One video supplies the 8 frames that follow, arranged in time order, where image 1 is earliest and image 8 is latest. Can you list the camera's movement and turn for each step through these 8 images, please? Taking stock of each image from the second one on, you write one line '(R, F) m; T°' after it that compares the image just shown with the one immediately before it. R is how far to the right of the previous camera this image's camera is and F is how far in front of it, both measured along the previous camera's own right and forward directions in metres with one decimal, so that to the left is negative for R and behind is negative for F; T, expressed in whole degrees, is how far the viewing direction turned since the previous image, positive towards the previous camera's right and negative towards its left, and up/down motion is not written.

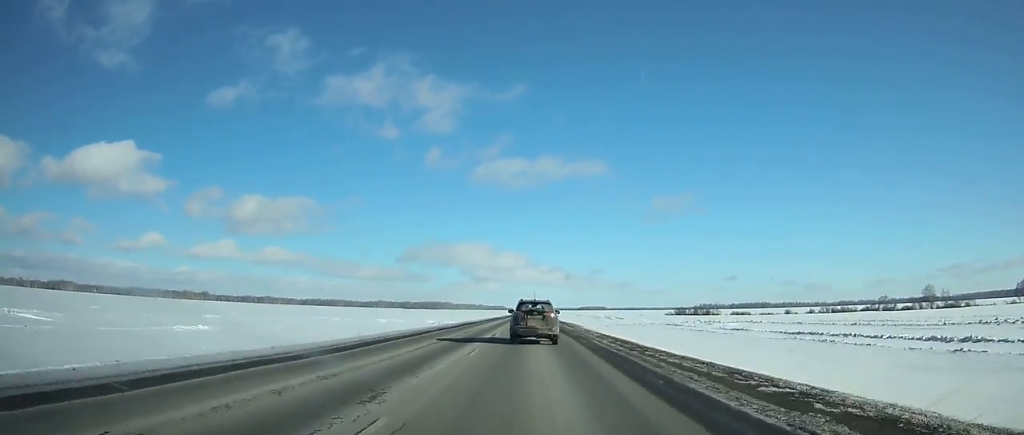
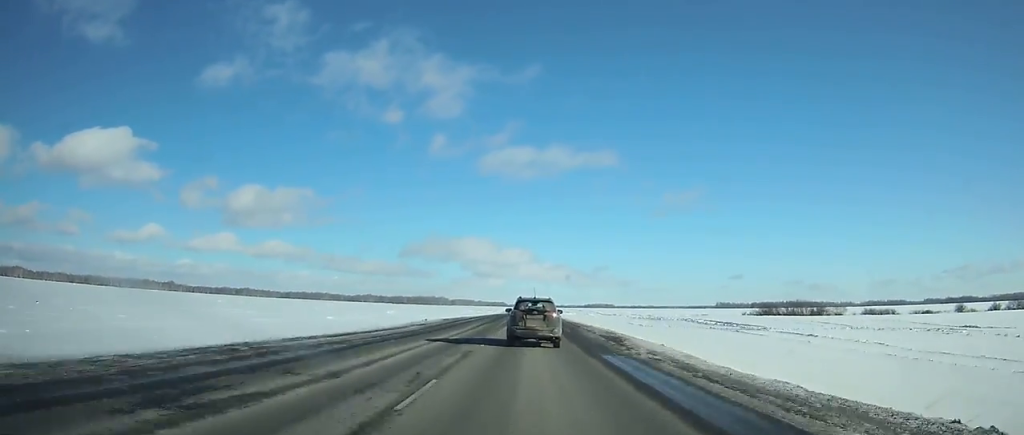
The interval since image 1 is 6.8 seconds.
(-0.9, +176.4) m; 0°
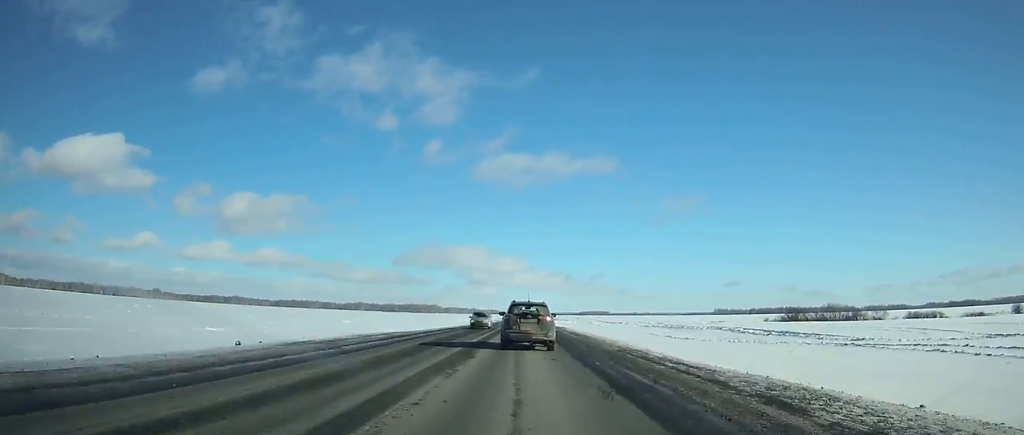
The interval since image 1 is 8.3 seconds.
(+0.1, +38.0) m; 0°
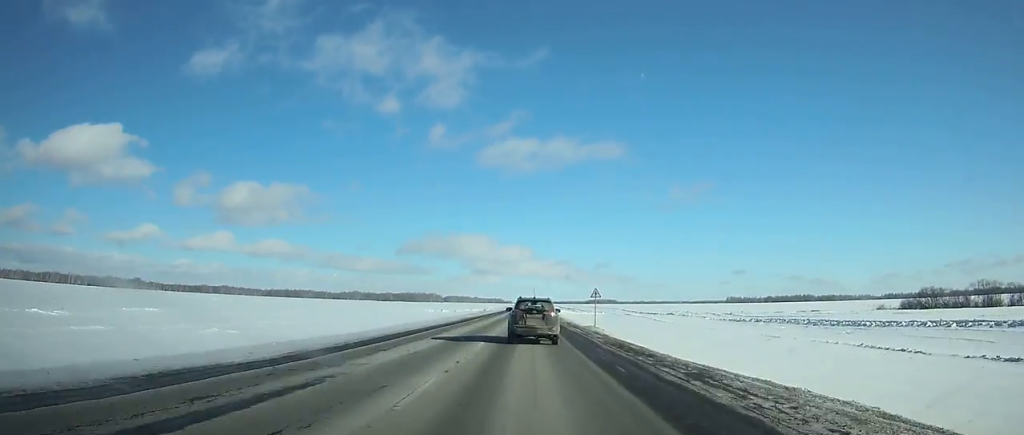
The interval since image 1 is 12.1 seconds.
(+0.2, +95.6) m; 0°
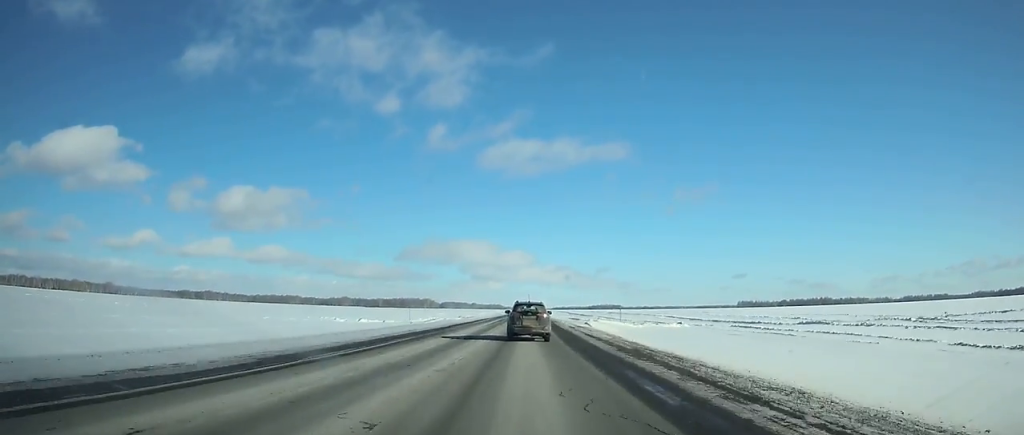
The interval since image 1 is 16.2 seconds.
(0.0, +102.1) m; 0°
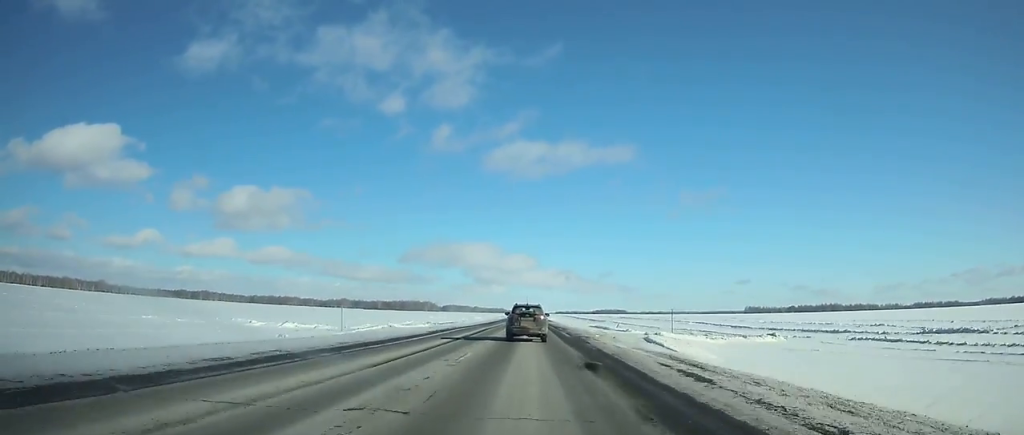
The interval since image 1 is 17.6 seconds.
(-0.1, +34.7) m; 0°
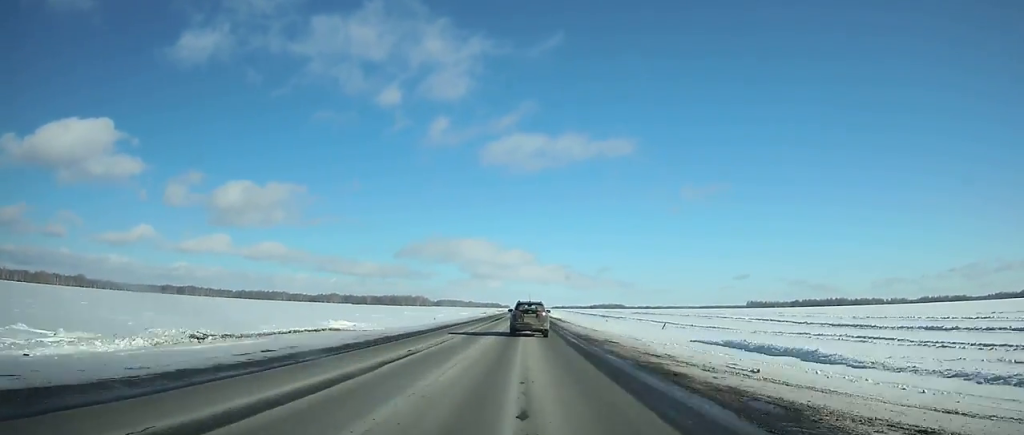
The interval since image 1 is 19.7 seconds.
(0.0, +51.9) m; 0°
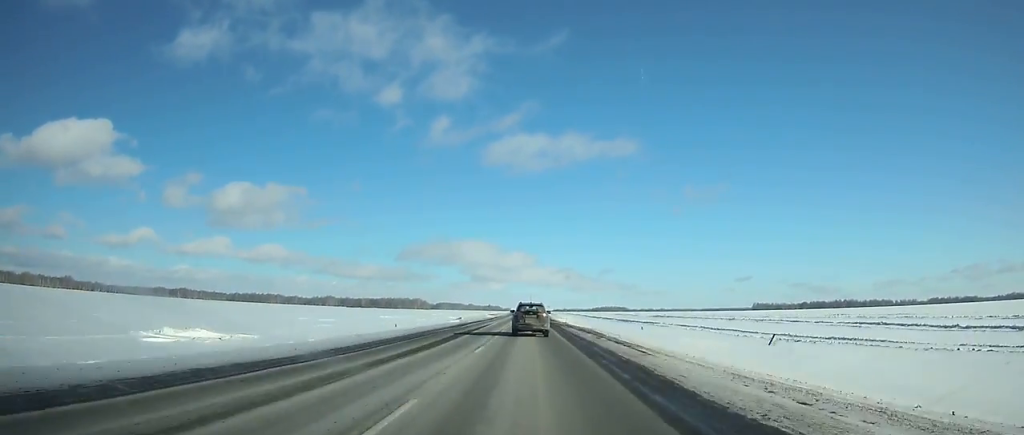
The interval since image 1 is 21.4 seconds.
(0.0, +41.9) m; 0°
